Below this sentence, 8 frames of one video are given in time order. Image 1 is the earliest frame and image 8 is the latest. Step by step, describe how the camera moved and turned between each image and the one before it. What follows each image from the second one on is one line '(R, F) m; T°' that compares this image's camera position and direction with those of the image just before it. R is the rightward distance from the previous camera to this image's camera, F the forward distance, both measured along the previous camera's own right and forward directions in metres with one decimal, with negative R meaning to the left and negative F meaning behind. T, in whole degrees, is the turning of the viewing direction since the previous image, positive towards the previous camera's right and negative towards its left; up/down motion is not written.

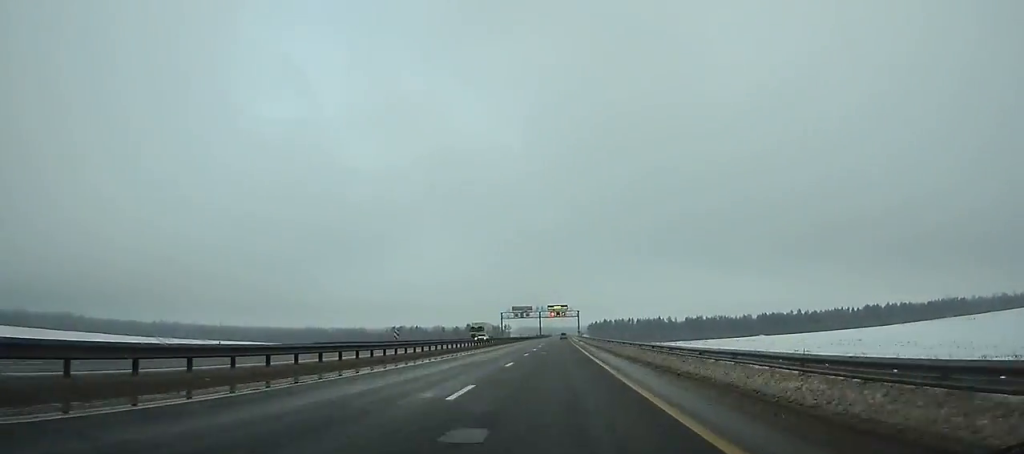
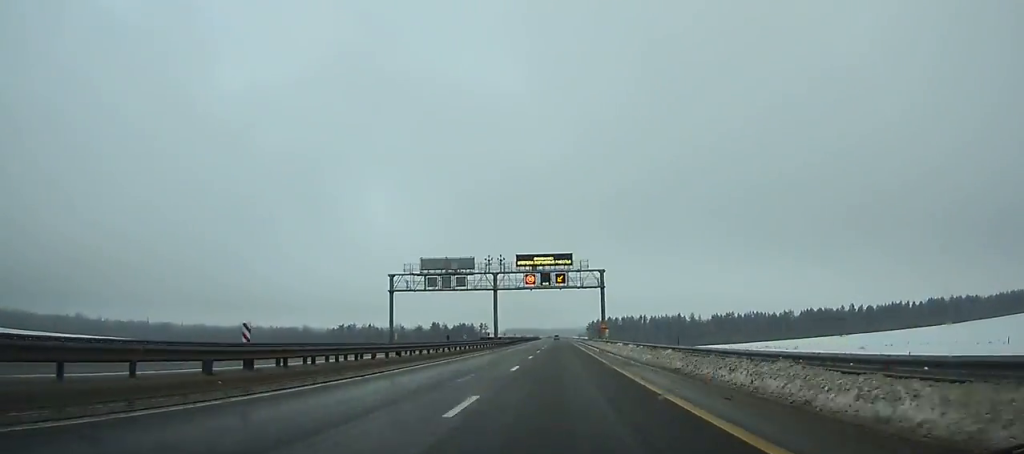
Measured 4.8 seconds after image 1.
(+0.9, +134.9) m; +1°
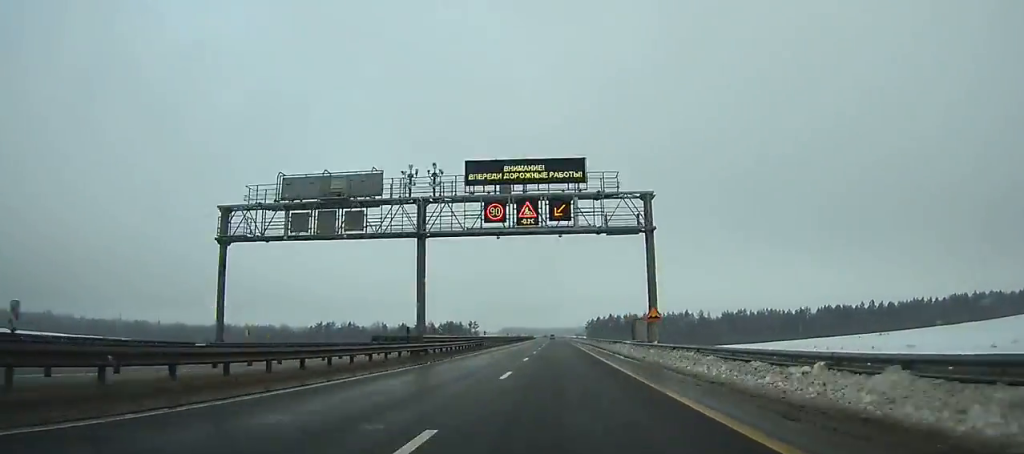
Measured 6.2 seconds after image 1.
(+0.1, +39.2) m; 0°
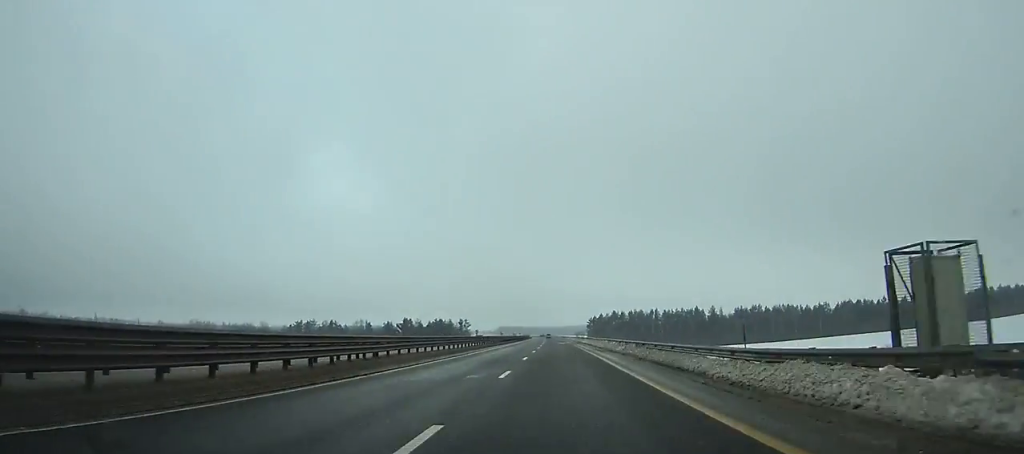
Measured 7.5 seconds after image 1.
(+0.1, +36.4) m; 0°
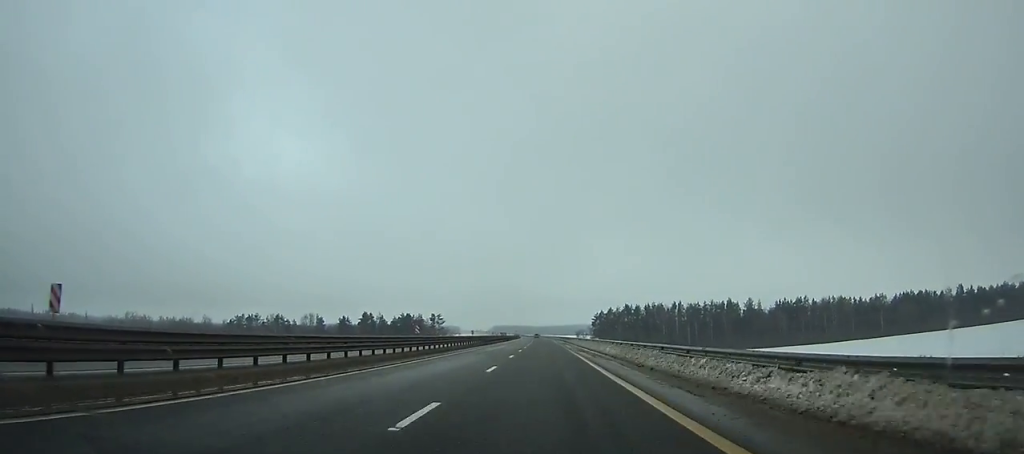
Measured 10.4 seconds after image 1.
(0.0, +80.8) m; 0°
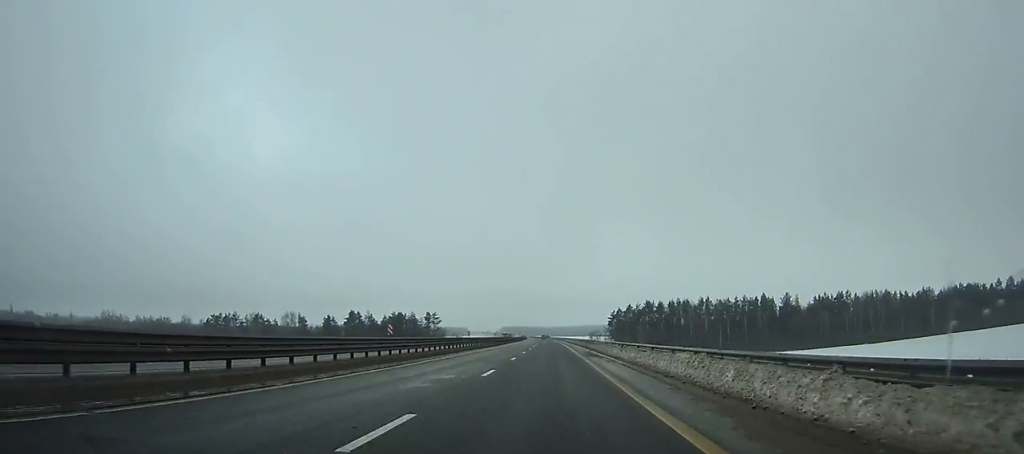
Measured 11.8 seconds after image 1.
(-0.1, +38.9) m; 0°
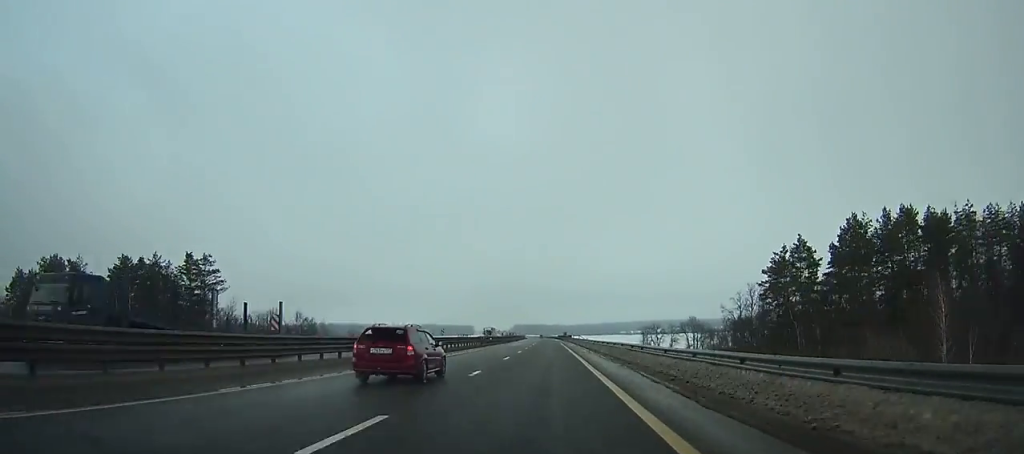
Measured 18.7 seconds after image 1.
(-3.4, +191.4) m; -2°
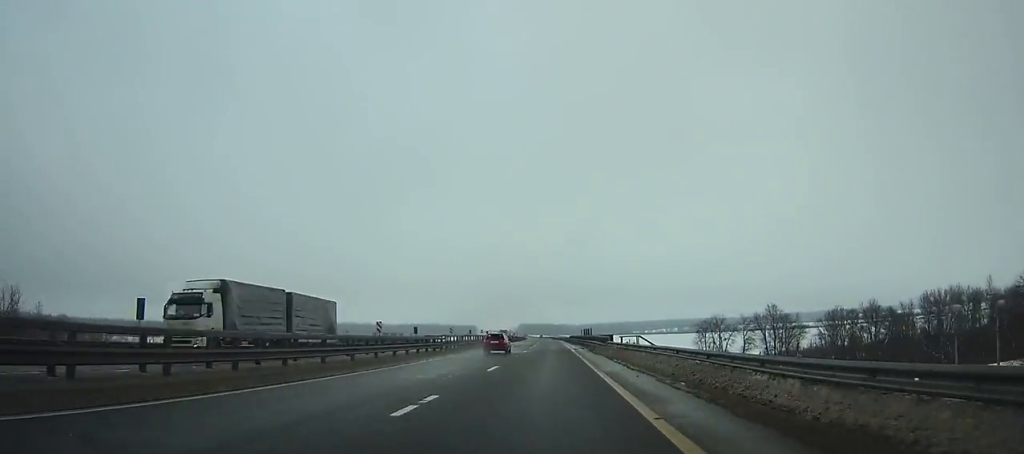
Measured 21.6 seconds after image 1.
(-0.8, +80.4) m; -1°
